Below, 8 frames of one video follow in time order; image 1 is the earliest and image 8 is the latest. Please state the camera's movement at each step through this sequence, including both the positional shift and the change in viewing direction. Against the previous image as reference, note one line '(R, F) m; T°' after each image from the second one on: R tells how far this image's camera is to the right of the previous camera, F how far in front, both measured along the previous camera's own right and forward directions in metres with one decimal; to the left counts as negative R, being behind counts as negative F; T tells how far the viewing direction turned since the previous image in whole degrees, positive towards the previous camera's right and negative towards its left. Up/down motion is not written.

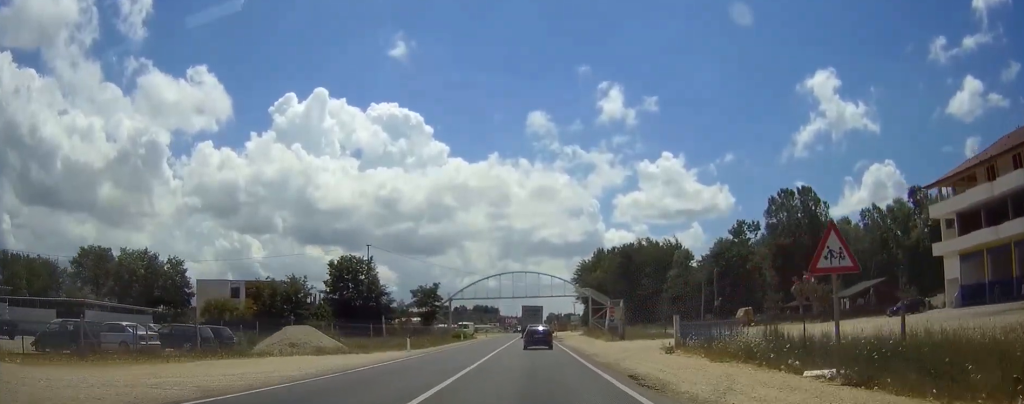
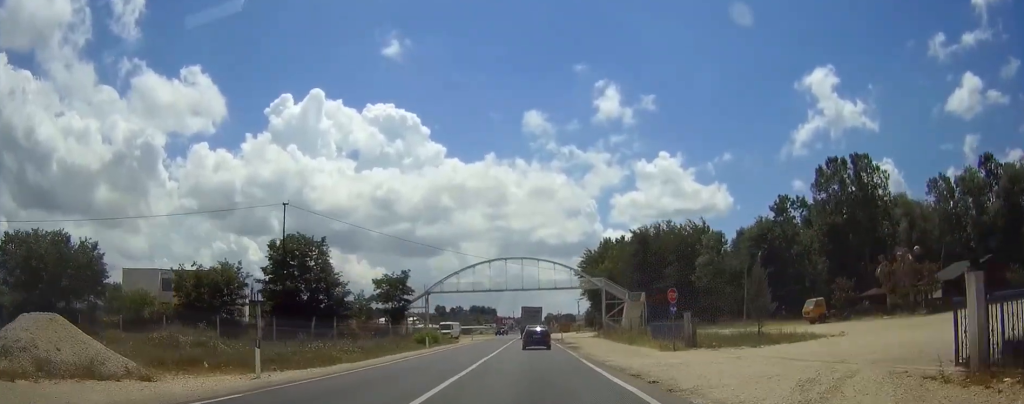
(+0.1, +22.7) m; +1°
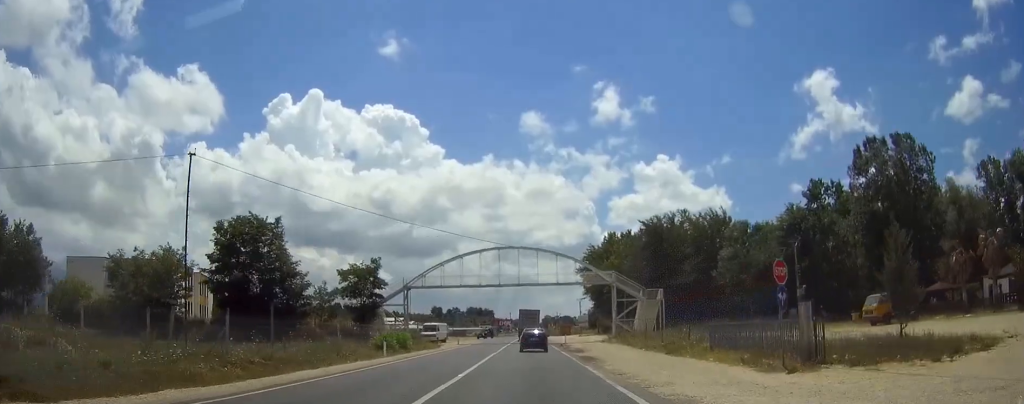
(+0.1, +13.2) m; 0°
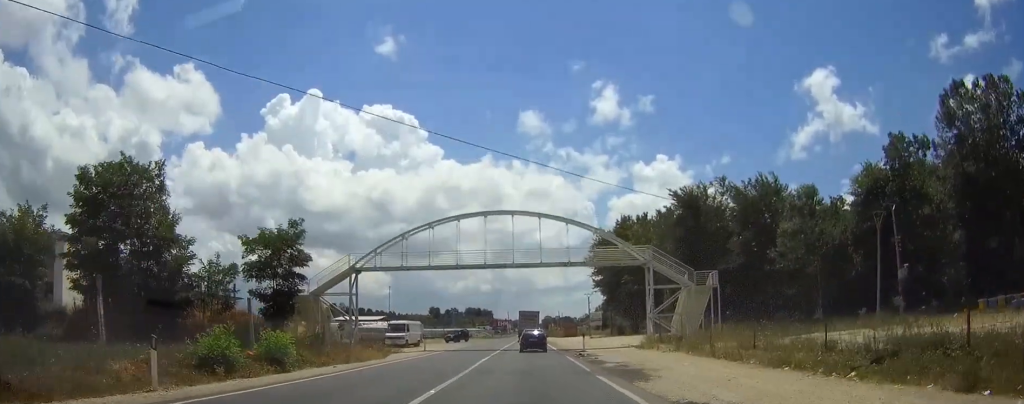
(0.0, +22.1) m; 0°
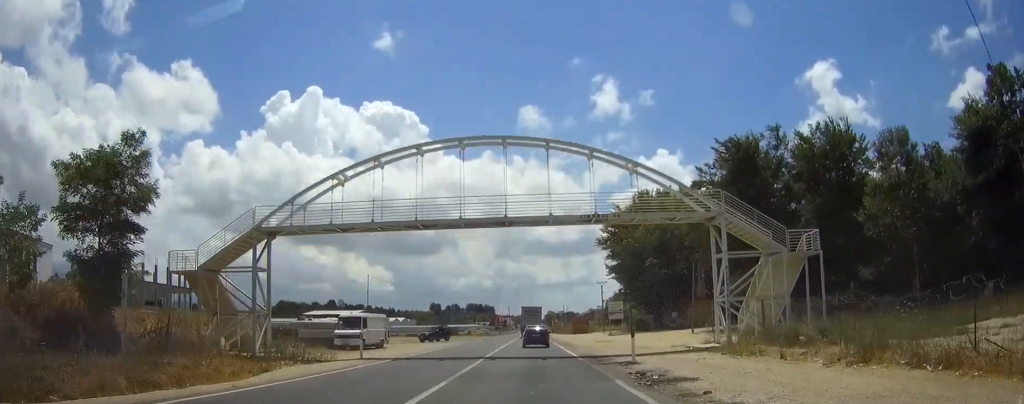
(0.0, +18.5) m; 0°
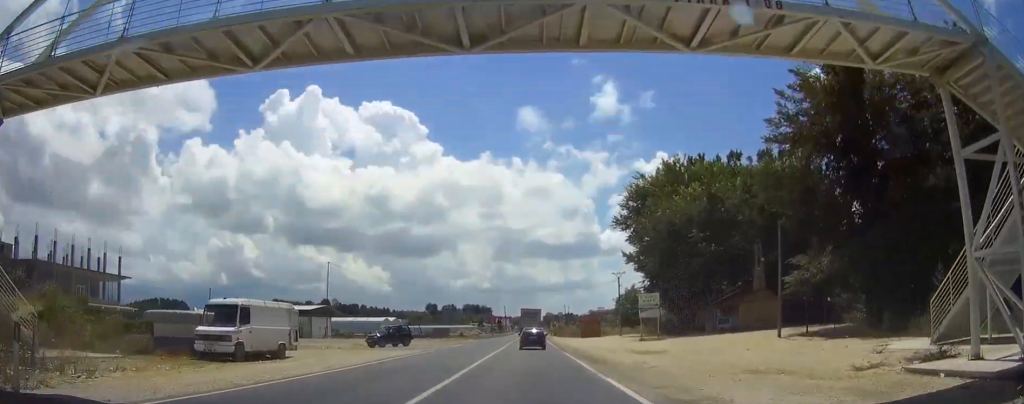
(0.0, +21.5) m; 0°
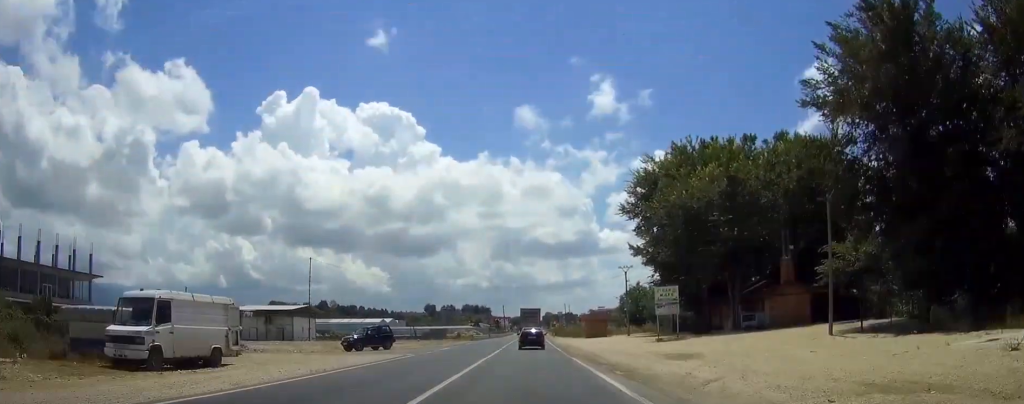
(0.0, +7.0) m; 0°
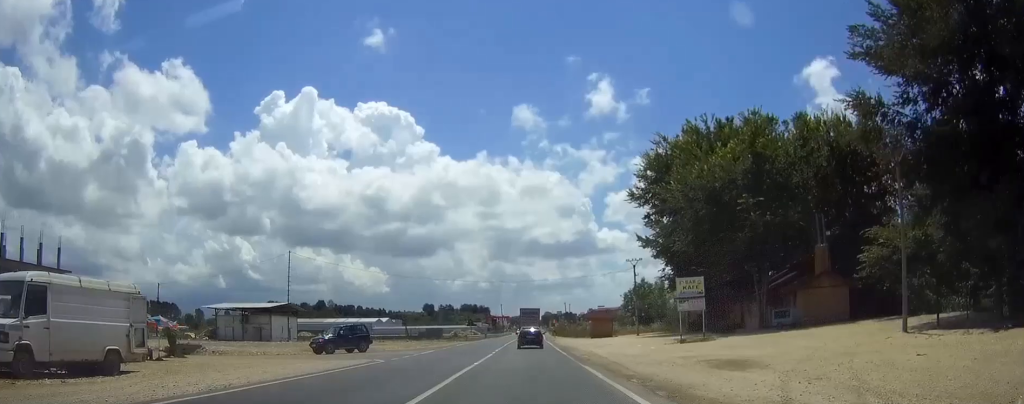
(0.0, +7.1) m; 0°
